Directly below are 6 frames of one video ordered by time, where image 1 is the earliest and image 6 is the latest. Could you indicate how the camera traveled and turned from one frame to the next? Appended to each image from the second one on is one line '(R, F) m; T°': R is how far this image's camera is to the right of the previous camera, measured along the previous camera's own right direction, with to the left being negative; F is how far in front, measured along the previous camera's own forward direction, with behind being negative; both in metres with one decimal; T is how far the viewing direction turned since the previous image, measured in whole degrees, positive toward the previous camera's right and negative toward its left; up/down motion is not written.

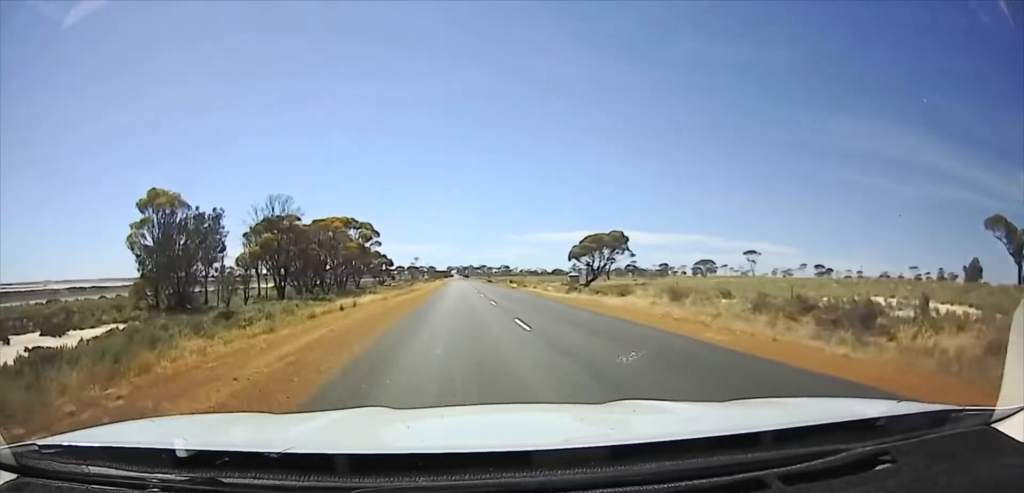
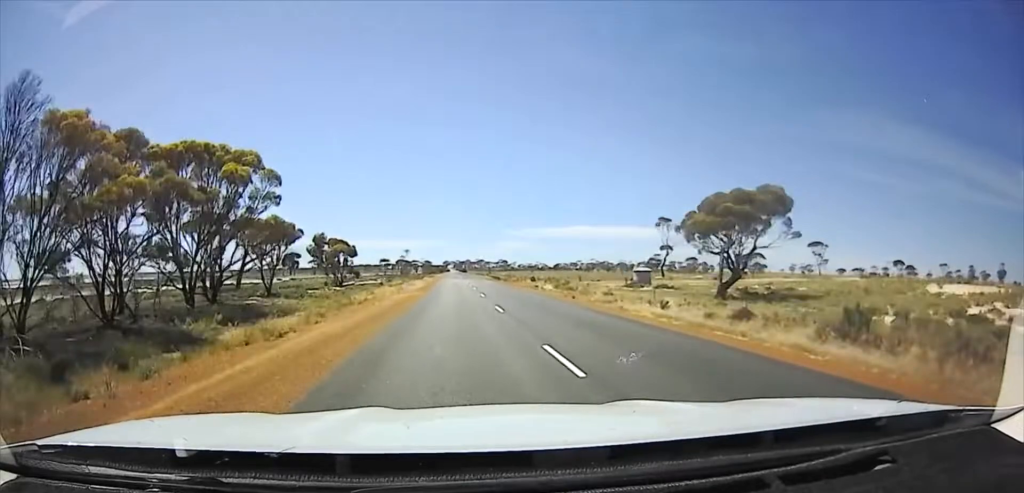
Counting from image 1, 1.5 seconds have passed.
(0.0, +50.3) m; 0°
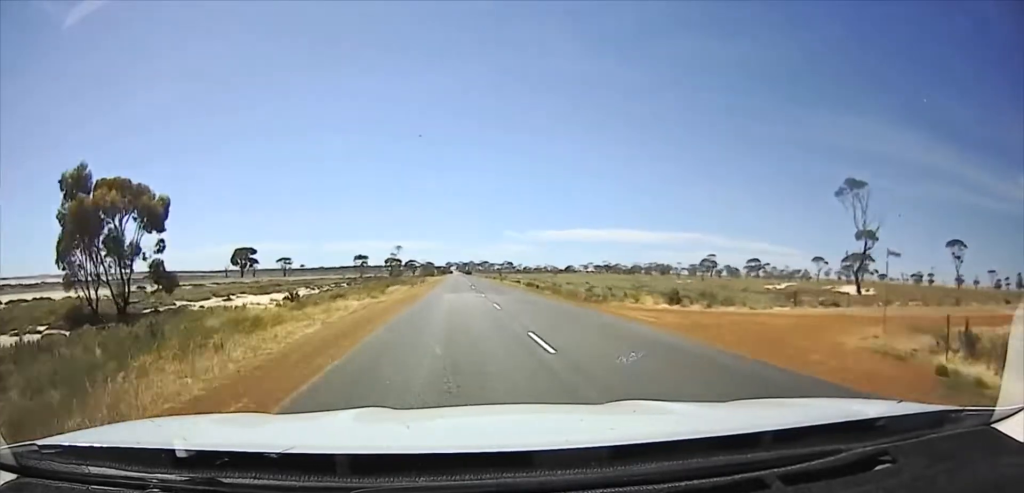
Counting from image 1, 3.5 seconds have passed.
(0.0, +66.8) m; 0°
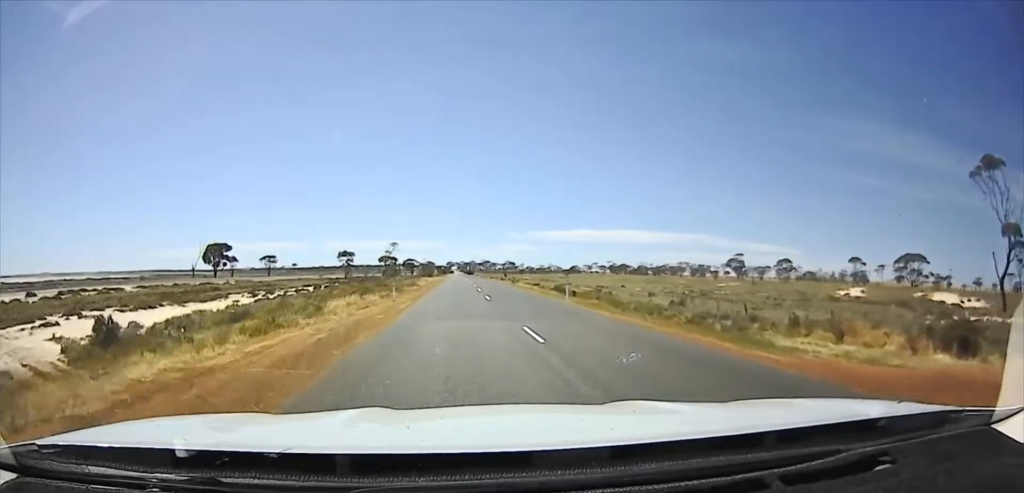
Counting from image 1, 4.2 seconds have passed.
(0.0, +24.0) m; 0°
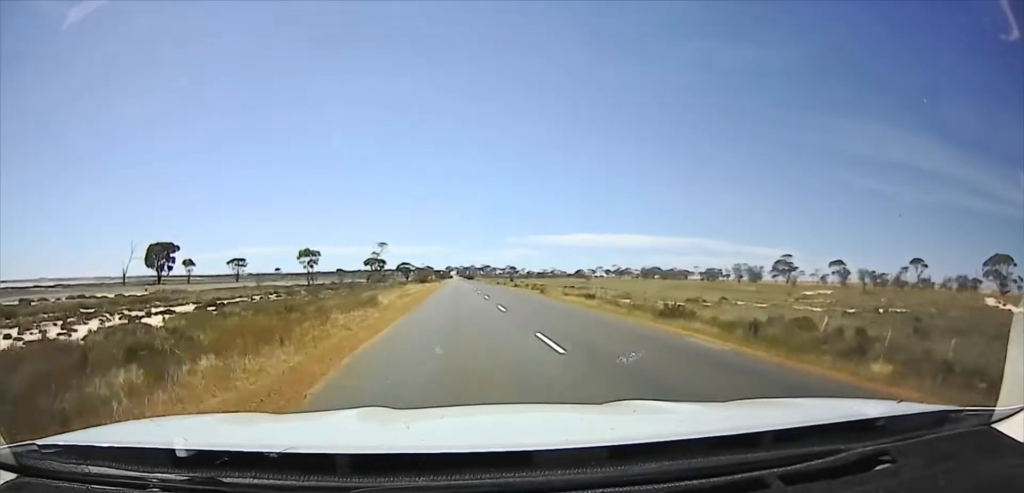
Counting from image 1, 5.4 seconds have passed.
(0.0, +36.1) m; 0°
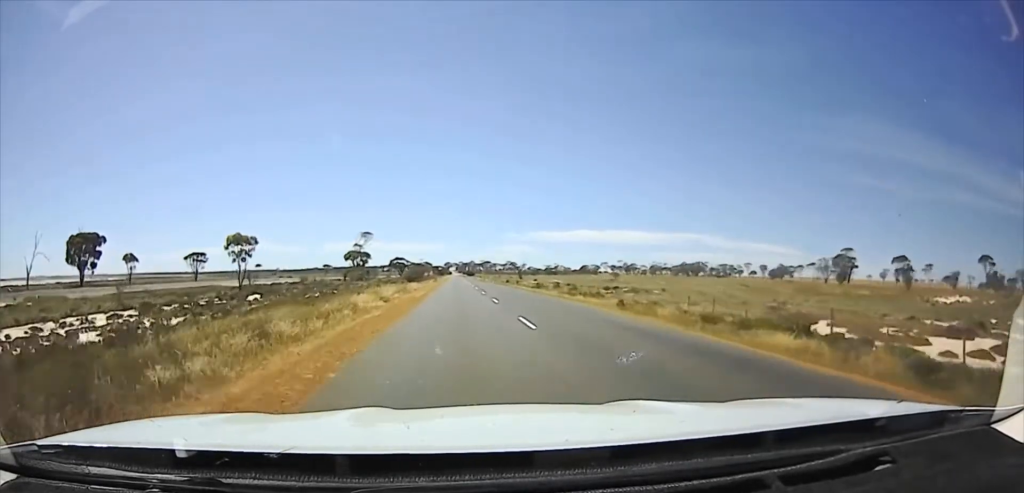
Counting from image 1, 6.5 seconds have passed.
(0.0, +34.4) m; 0°
